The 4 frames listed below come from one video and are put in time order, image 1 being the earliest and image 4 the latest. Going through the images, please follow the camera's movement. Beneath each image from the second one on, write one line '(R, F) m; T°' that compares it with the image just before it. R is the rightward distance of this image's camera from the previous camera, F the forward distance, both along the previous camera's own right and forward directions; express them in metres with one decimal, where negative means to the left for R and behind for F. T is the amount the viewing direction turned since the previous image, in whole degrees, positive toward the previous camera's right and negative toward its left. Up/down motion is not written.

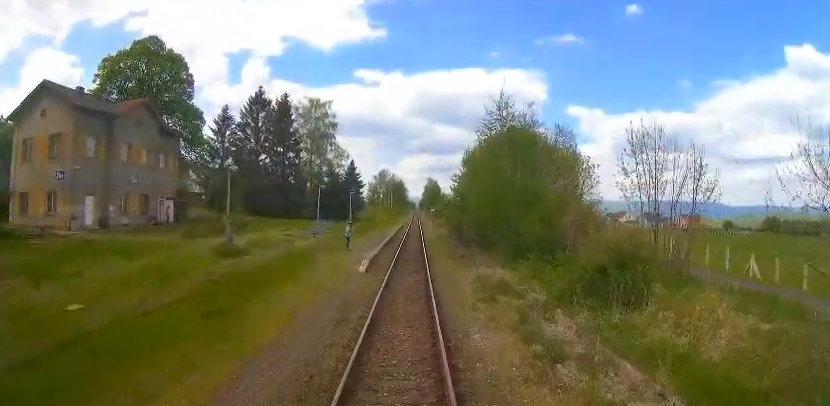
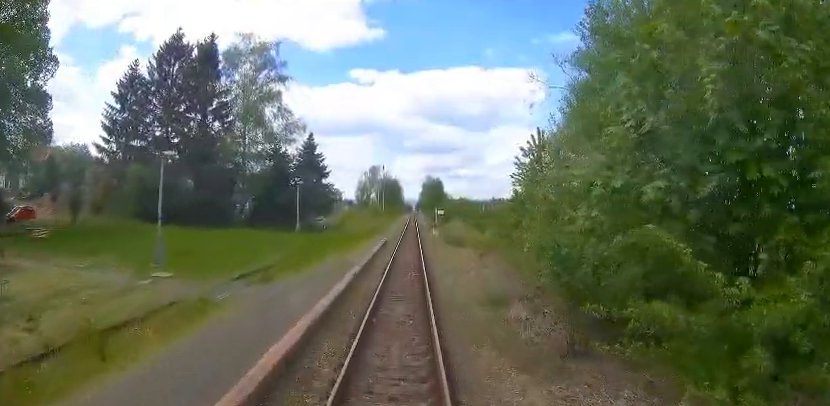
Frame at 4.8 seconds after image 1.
(-0.2, +25.3) m; +2°
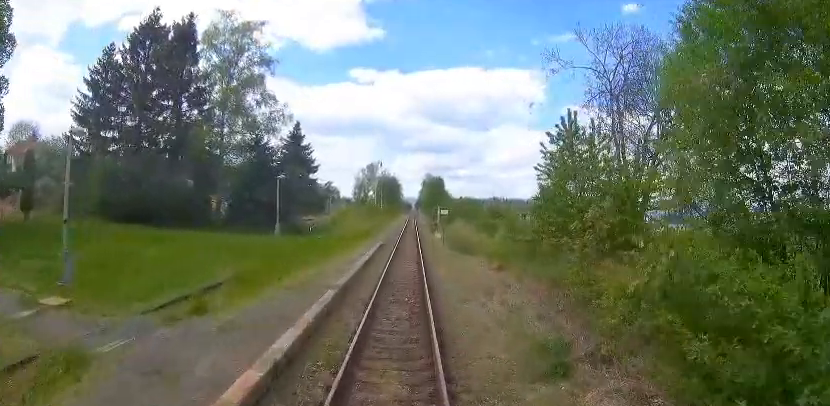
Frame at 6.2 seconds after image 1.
(0.0, +5.0) m; +1°
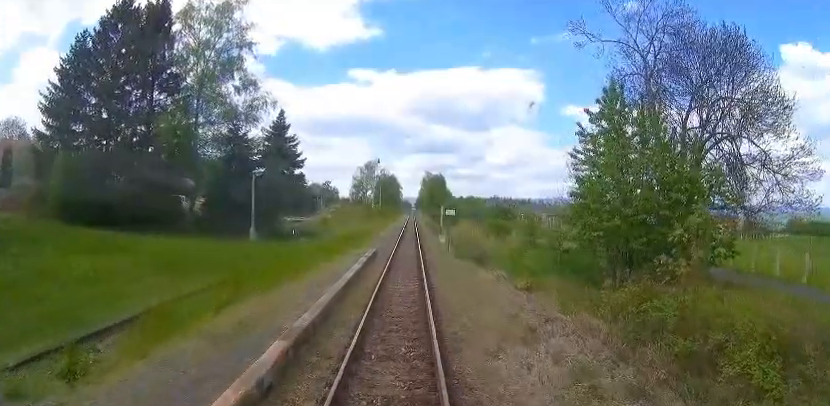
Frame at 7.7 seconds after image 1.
(0.0, +4.5) m; -4°
